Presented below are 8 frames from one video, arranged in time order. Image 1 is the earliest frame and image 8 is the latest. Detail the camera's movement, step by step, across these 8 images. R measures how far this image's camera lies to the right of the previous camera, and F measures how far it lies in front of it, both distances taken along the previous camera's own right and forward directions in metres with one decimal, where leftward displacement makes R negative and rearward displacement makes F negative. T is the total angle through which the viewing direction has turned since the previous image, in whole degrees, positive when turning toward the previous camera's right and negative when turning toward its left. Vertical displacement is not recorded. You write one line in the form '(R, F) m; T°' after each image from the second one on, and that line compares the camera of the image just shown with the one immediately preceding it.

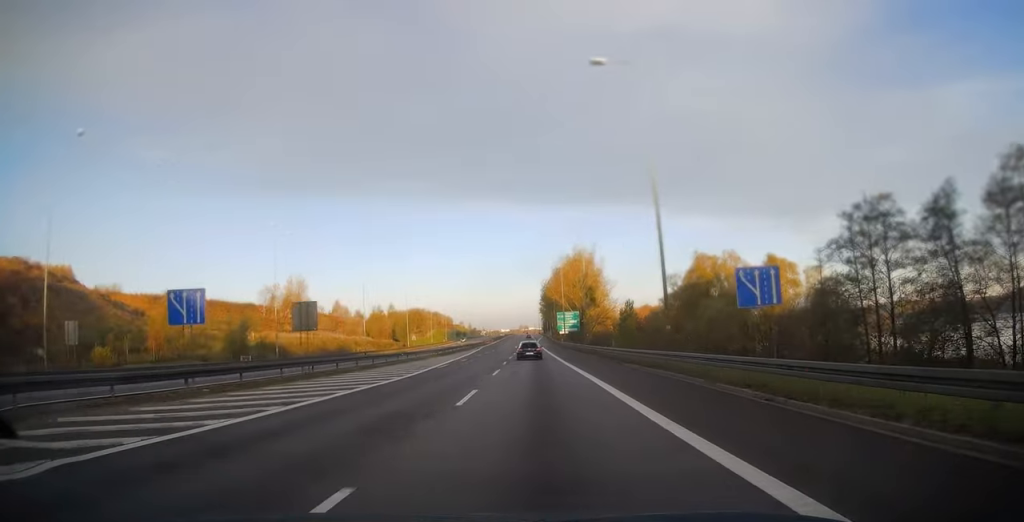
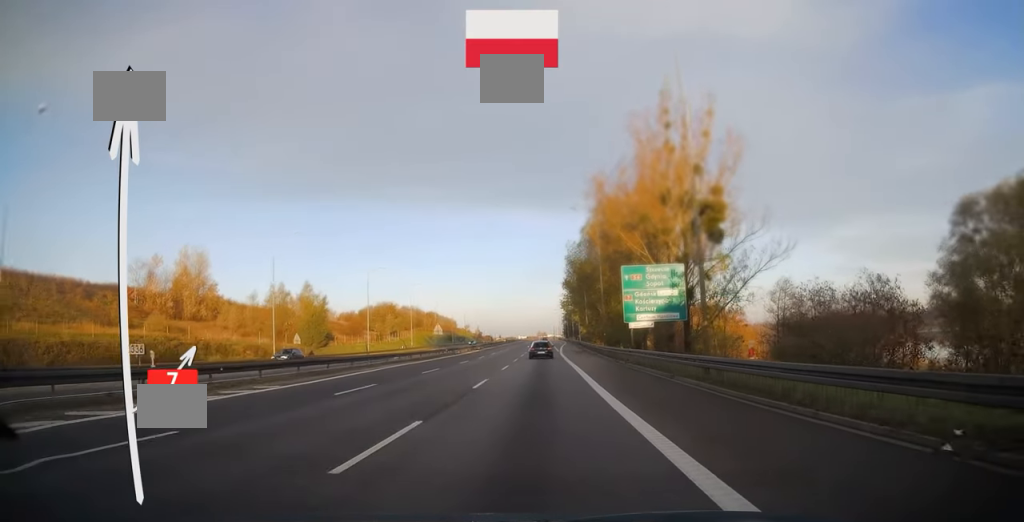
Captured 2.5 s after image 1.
(-1.1, +78.3) m; -2°
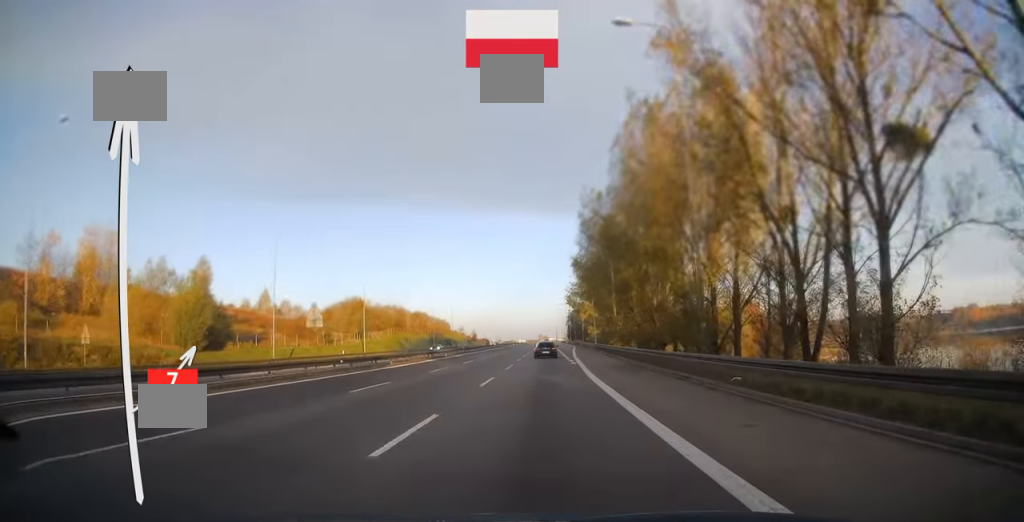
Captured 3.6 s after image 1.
(-0.1, +35.5) m; 0°
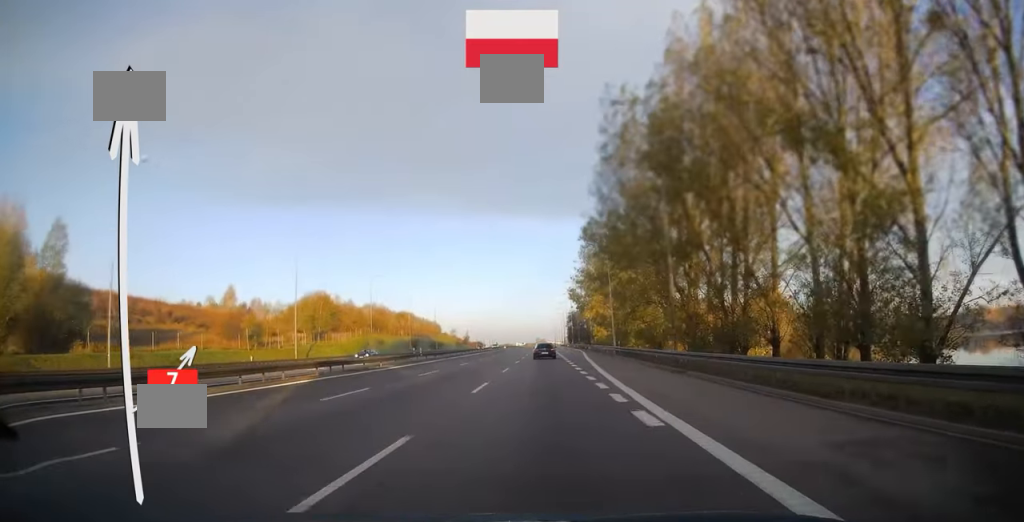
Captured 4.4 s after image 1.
(+0.3, +26.5) m; 0°
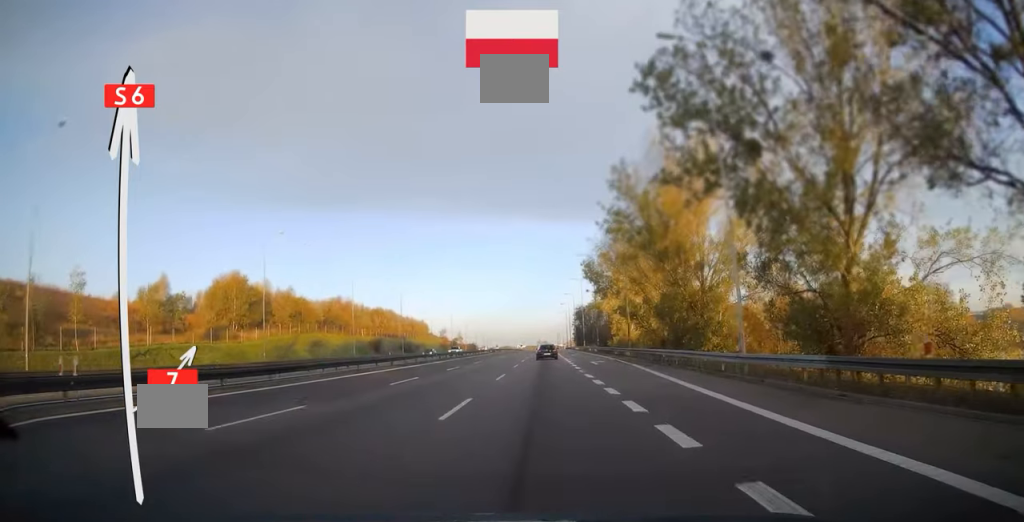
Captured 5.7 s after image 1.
(-0.2, +41.8) m; -1°
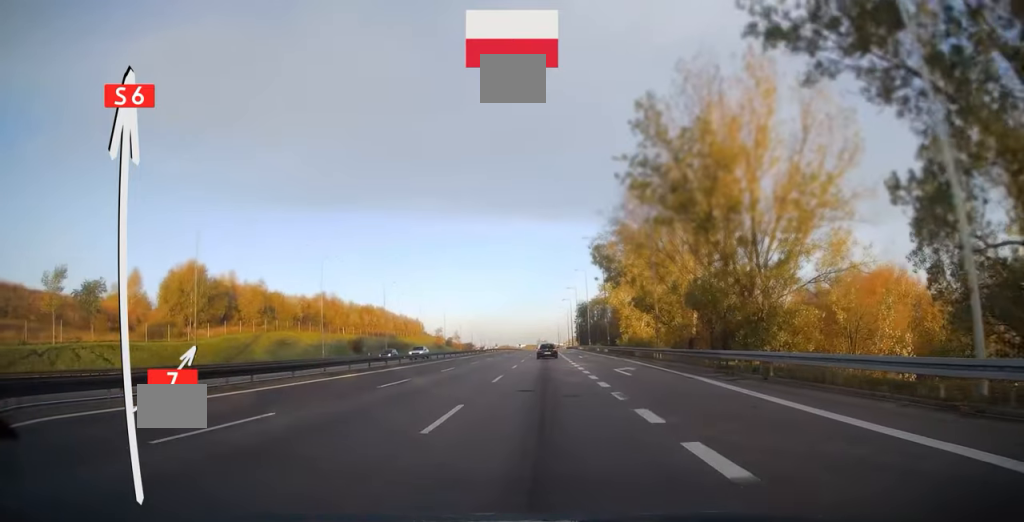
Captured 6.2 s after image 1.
(-0.1, +13.7) m; 0°
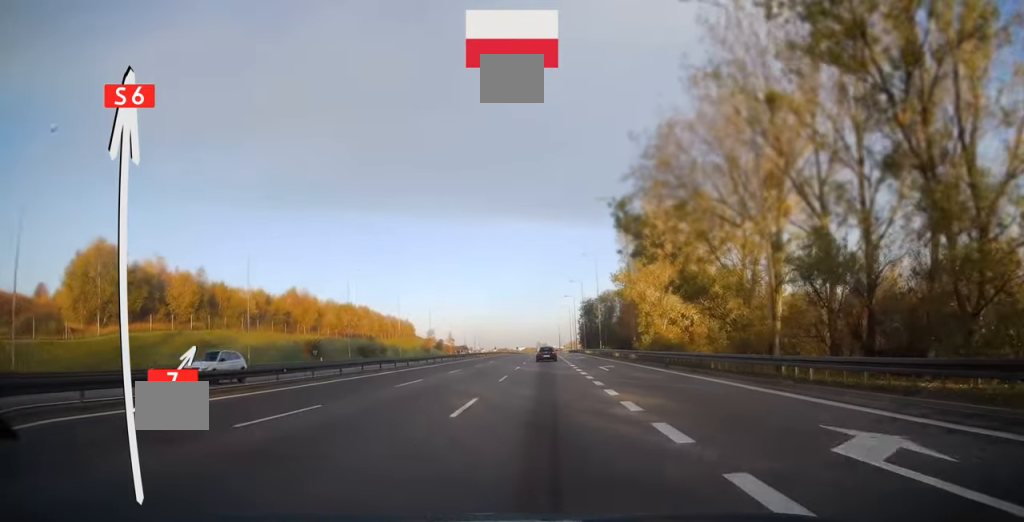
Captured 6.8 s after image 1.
(0.0, +21.7) m; 0°
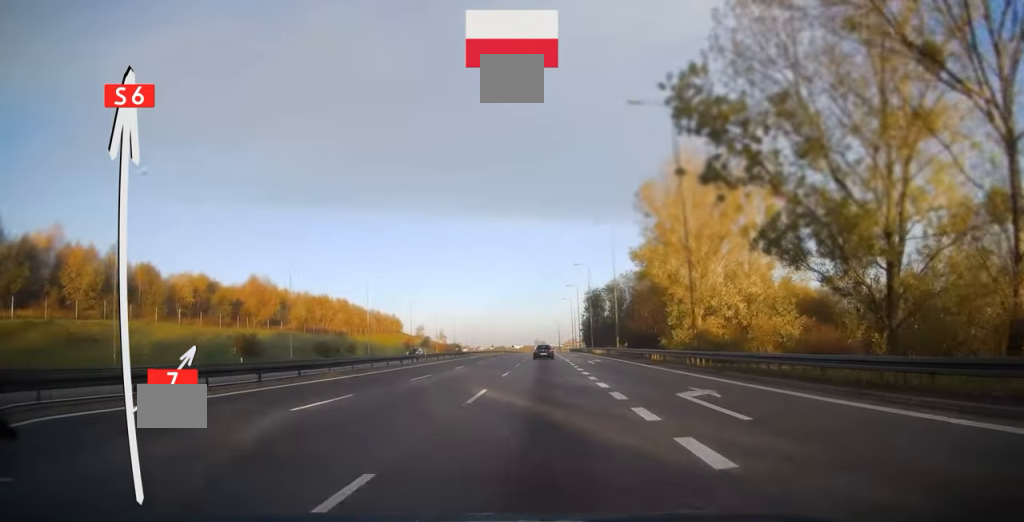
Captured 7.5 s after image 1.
(+0.3, +21.7) m; 0°
